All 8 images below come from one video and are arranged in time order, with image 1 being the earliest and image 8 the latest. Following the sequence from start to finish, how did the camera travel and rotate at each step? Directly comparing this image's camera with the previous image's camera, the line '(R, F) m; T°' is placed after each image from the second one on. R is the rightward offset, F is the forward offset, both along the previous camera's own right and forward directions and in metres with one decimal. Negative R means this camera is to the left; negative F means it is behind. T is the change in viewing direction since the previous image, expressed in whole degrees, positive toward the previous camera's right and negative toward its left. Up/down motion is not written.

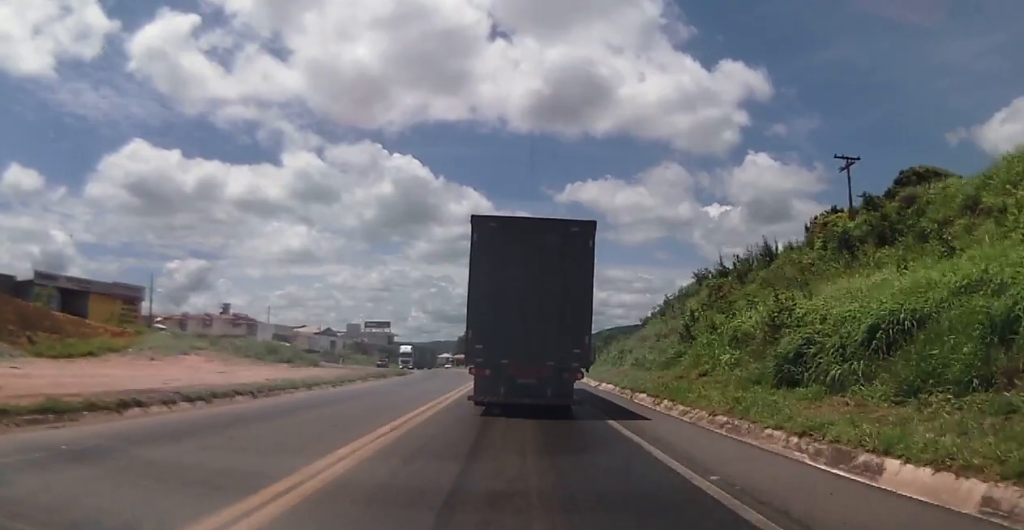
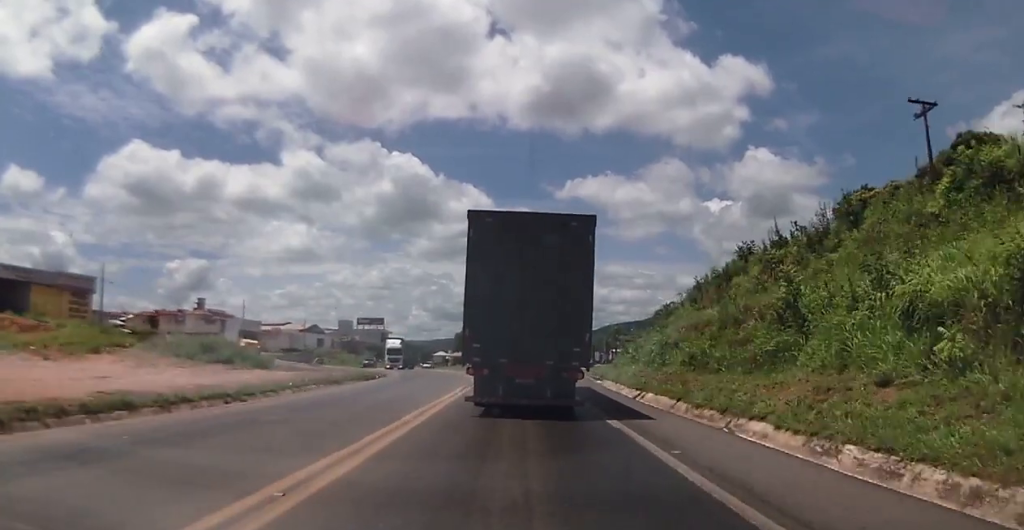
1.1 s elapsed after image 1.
(-0.5, +12.6) m; -2°
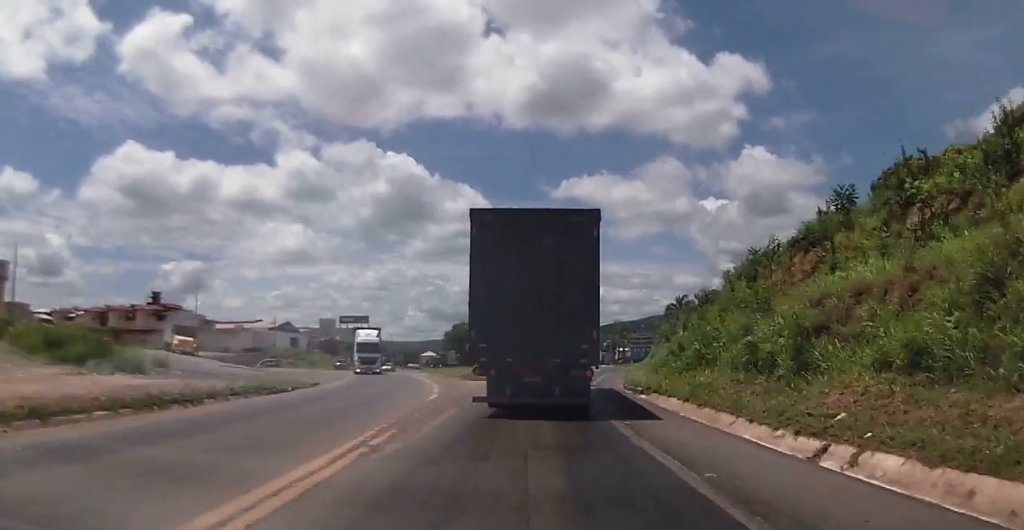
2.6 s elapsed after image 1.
(-0.2, +16.7) m; +1°
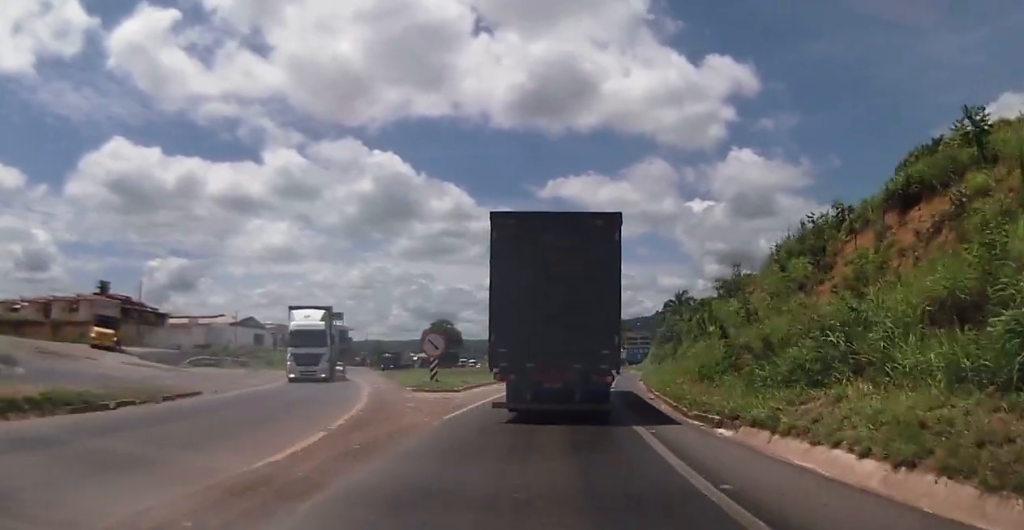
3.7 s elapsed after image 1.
(+0.5, +12.4) m; +1°
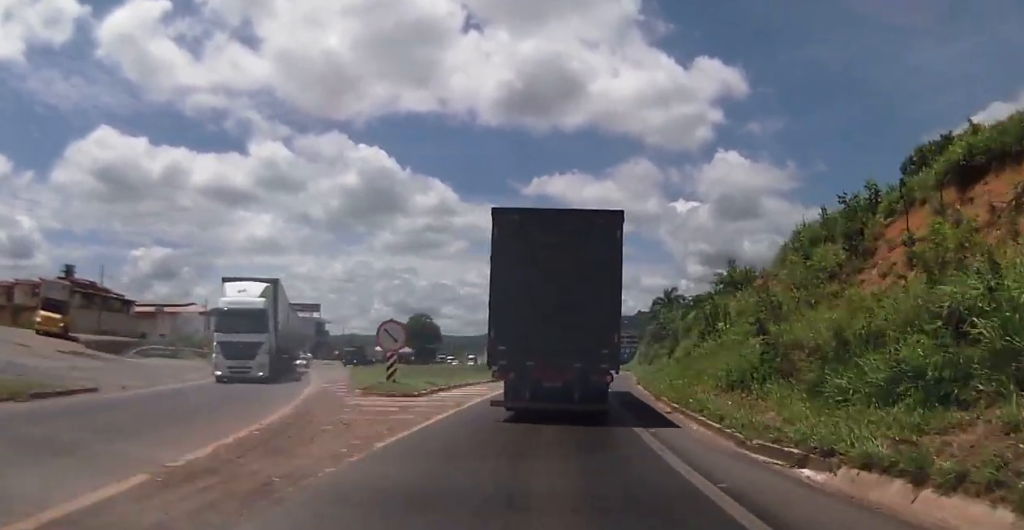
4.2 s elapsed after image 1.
(-0.1, +5.4) m; +1°
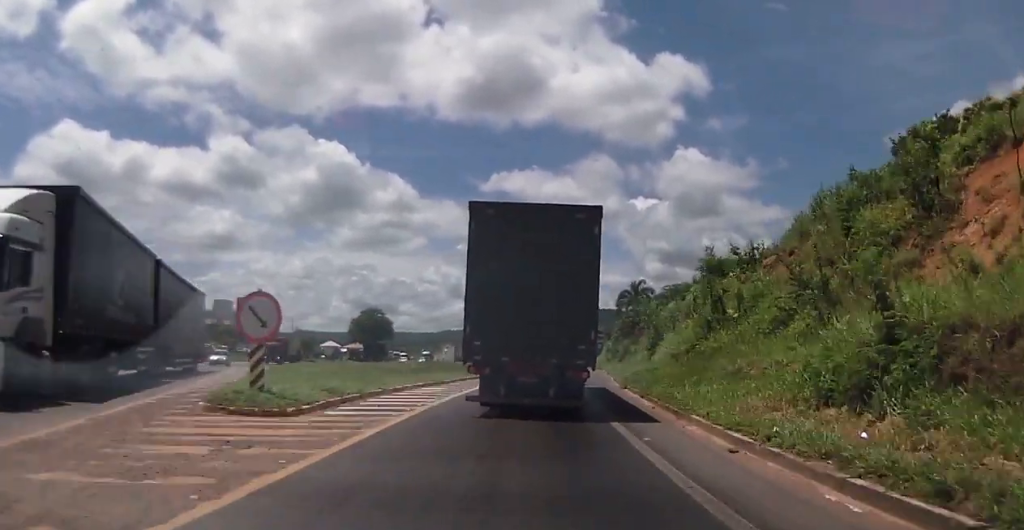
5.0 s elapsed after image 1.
(-0.3, +8.3) m; +2°
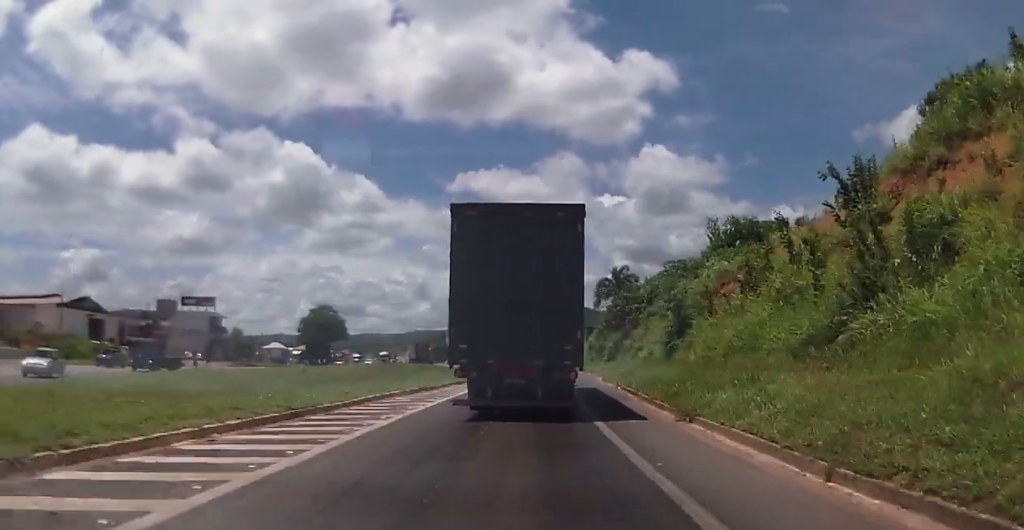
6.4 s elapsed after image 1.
(+1.3, +14.6) m; +5°
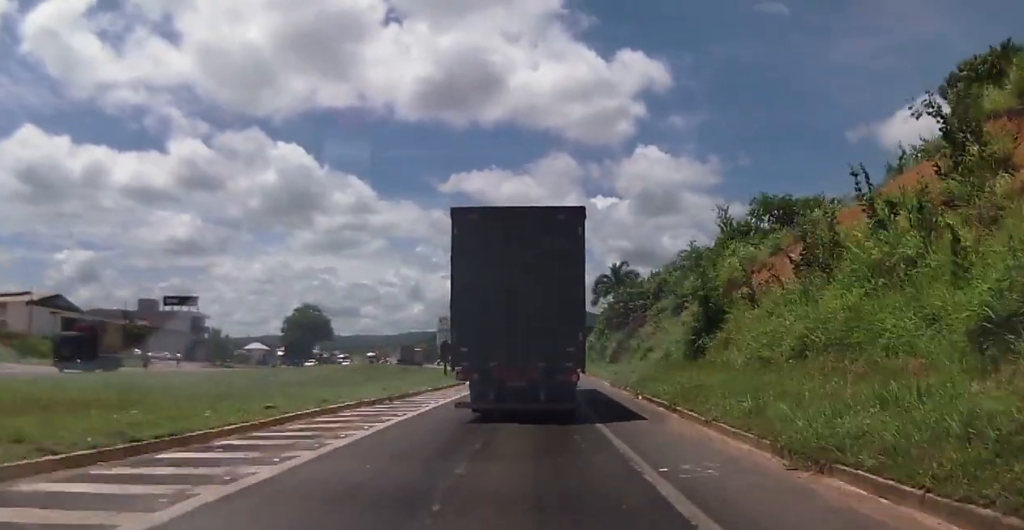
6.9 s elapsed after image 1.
(0.0, +6.0) m; 0°
